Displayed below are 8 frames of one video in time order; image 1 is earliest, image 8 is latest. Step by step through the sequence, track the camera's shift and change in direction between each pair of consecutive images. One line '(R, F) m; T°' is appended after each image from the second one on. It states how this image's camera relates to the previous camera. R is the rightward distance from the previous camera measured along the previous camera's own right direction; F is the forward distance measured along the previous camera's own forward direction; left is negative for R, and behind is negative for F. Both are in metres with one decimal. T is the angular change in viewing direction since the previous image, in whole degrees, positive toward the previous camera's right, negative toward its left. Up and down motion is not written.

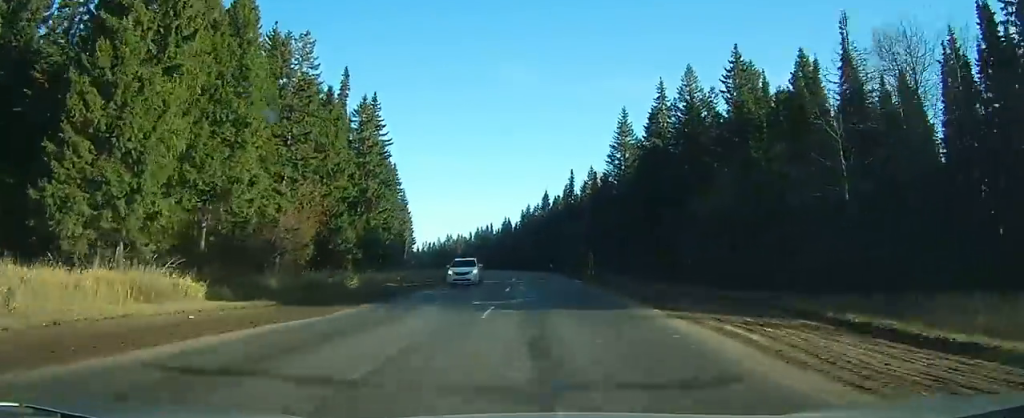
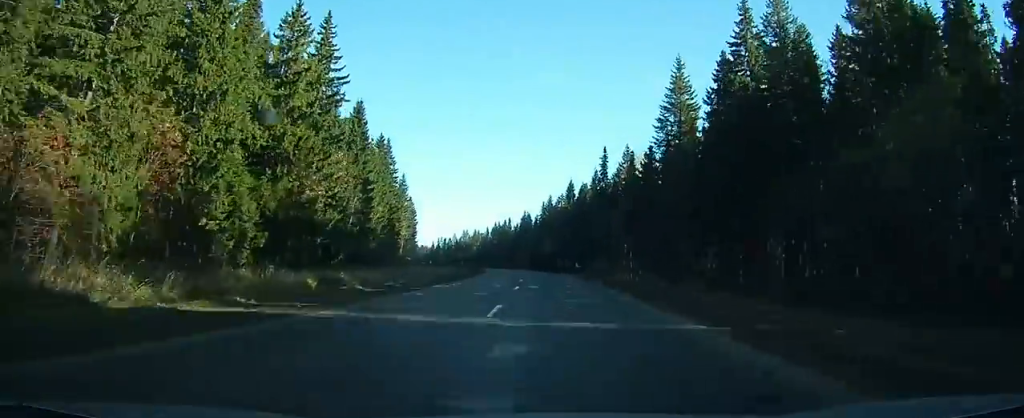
(0.0, +25.0) m; -1°
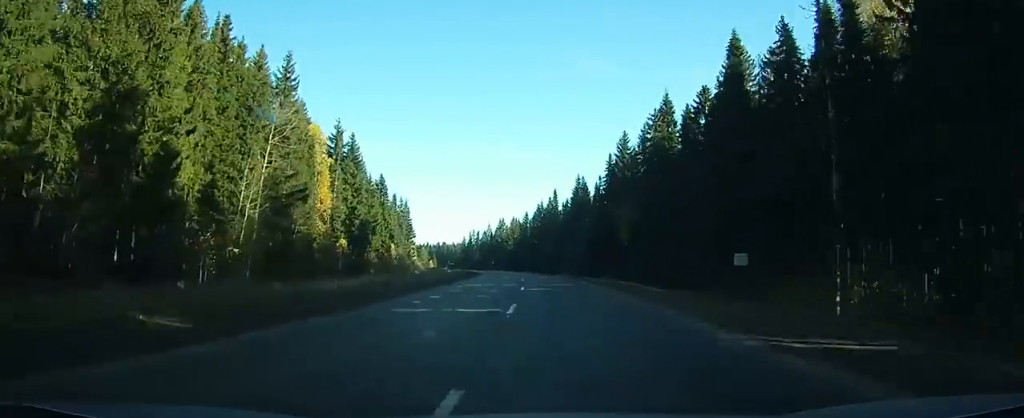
(-3.0, +80.4) m; -5°
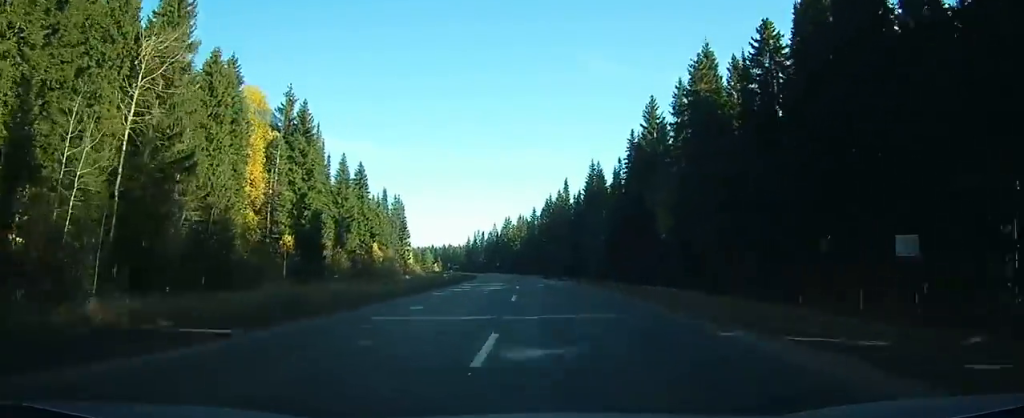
(-0.3, +19.2) m; -1°
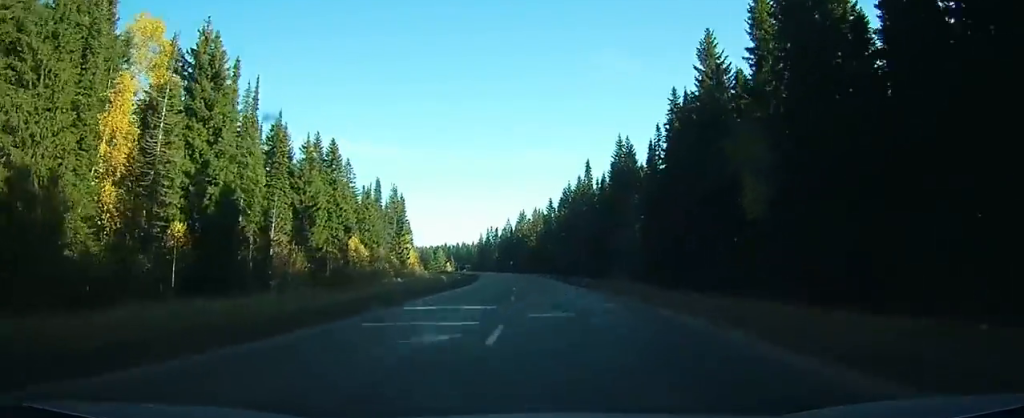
(-0.2, +20.8) m; -1°
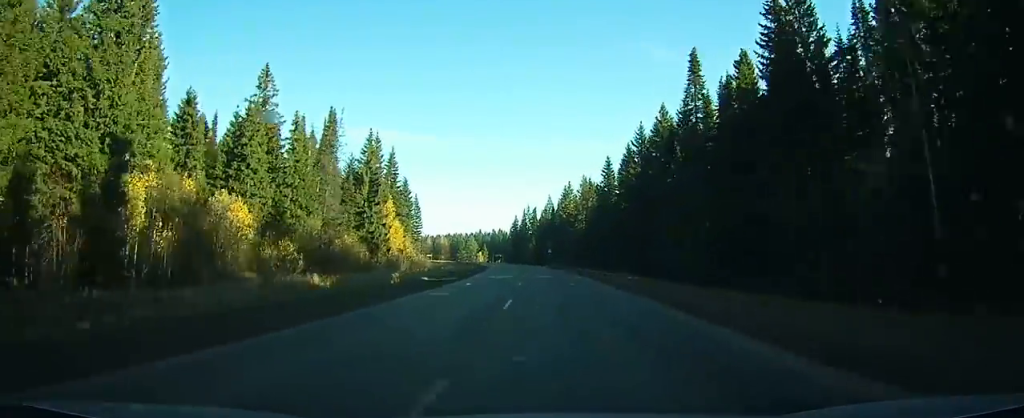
(-1.7, +53.3) m; -4°
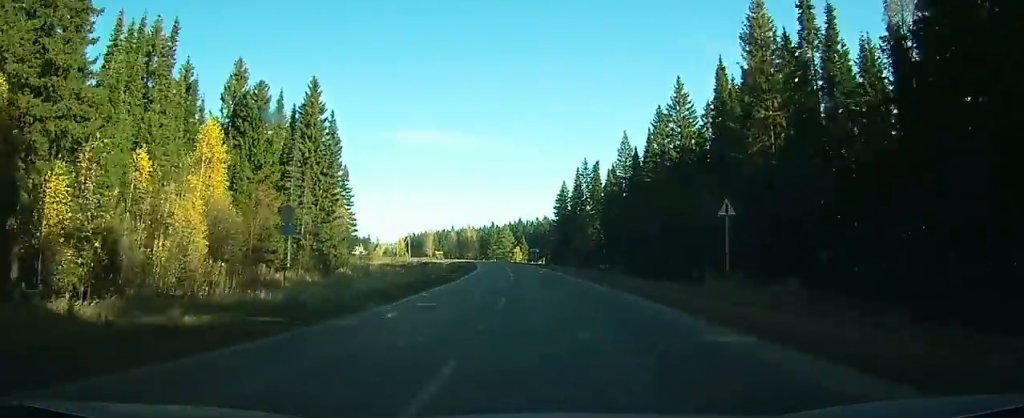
(-4.8, +92.8) m; -5°
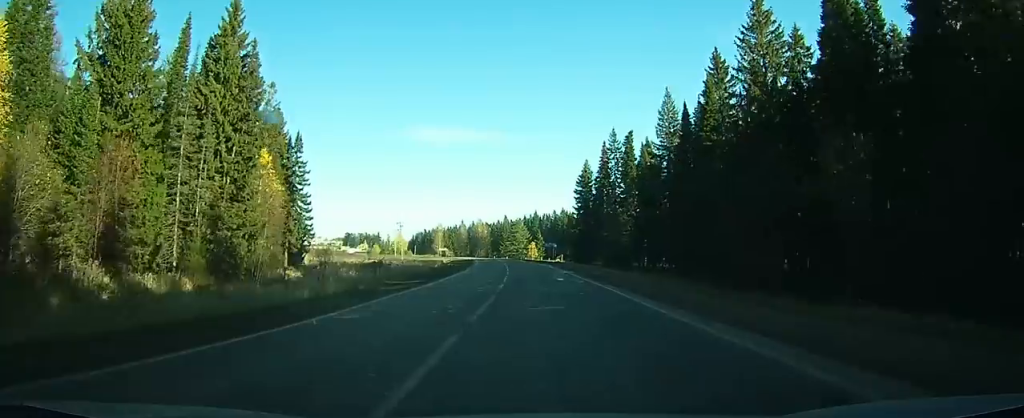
(-0.2, +24.4) m; -1°
